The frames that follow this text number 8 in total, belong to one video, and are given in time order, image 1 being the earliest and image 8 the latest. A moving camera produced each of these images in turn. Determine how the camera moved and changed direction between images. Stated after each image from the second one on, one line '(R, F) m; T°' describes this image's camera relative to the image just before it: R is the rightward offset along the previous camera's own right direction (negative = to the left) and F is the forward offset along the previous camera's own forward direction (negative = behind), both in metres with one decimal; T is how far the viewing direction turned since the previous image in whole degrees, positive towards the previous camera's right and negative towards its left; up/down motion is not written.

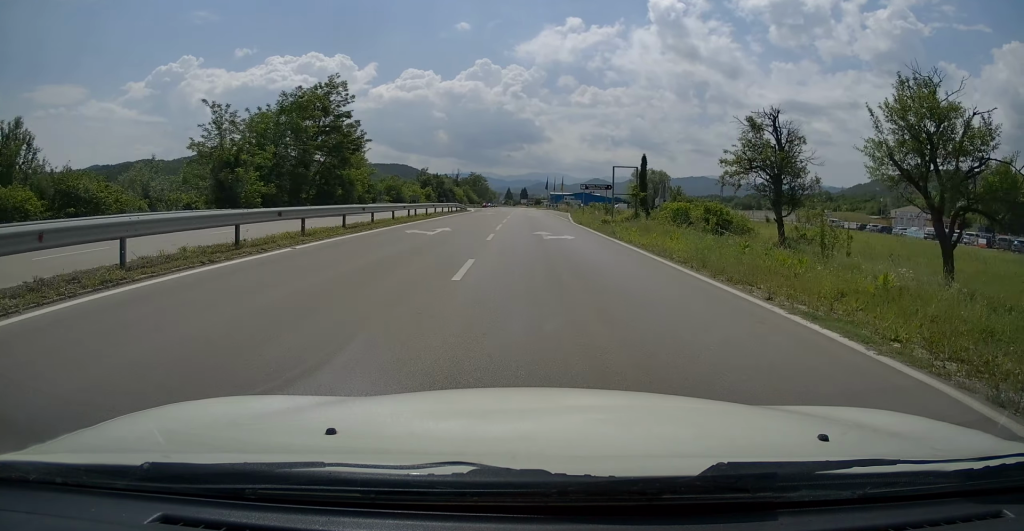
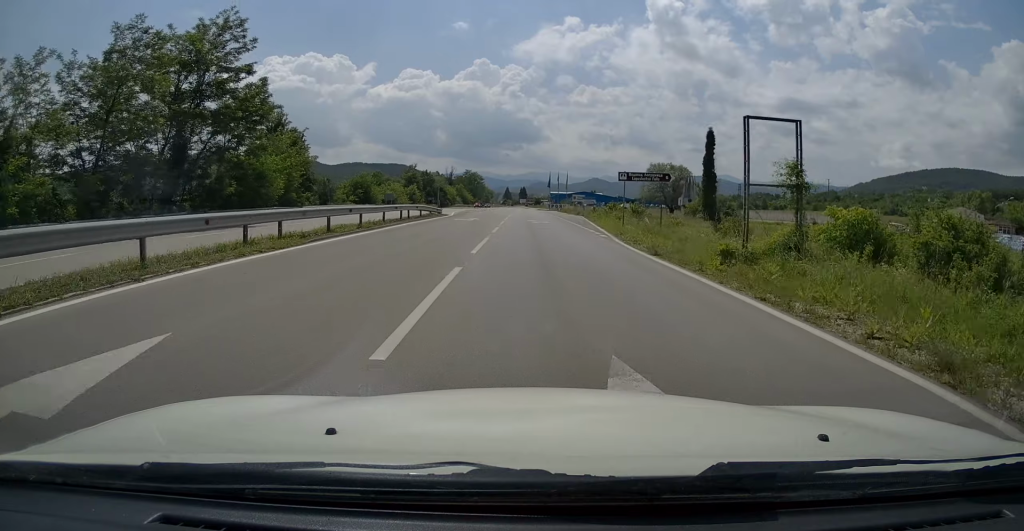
(0.0, +19.5) m; 0°
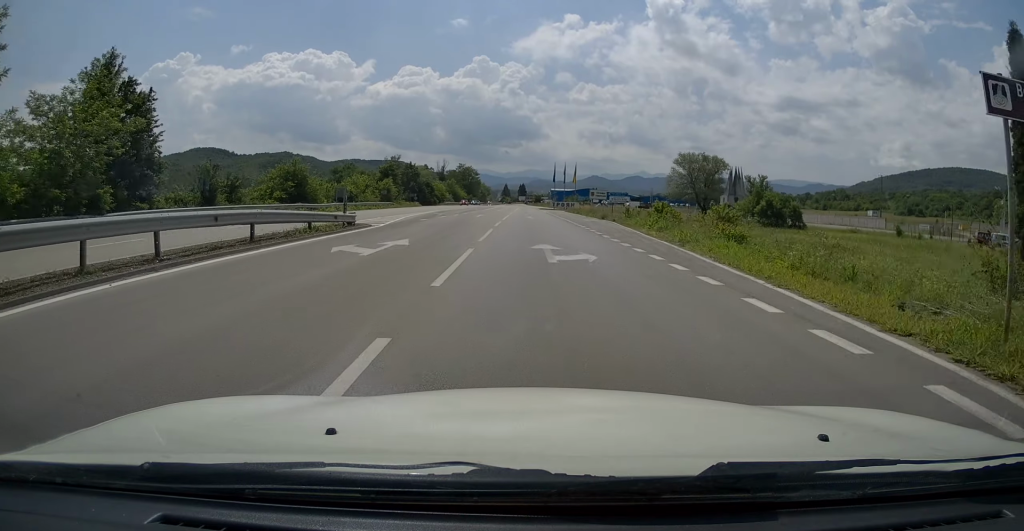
(+0.1, +23.9) m; 0°
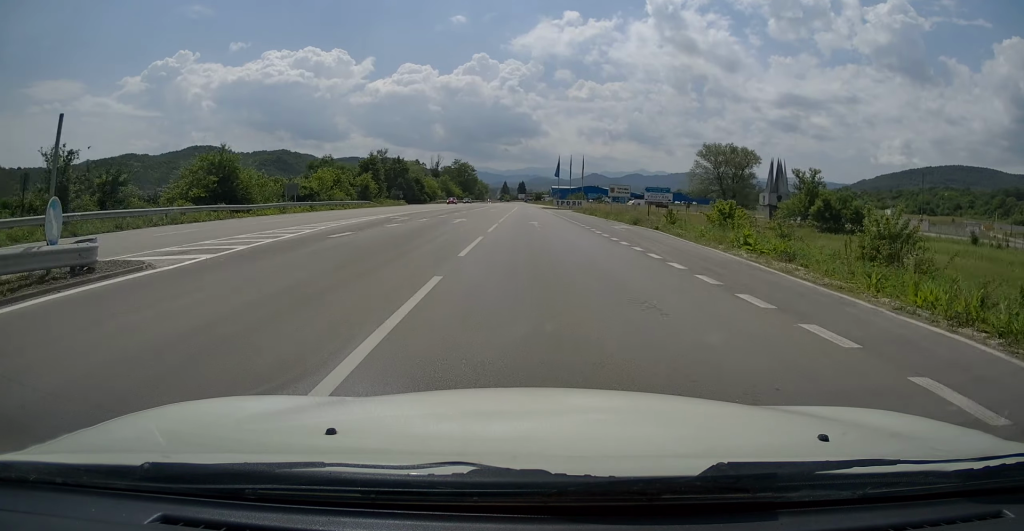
(0.0, +14.9) m; 0°
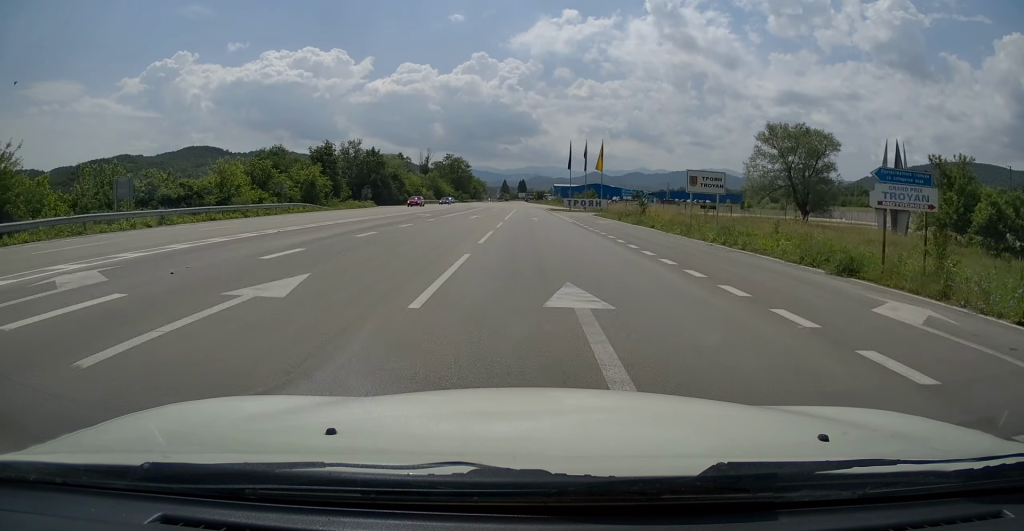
(0.0, +24.8) m; 0°
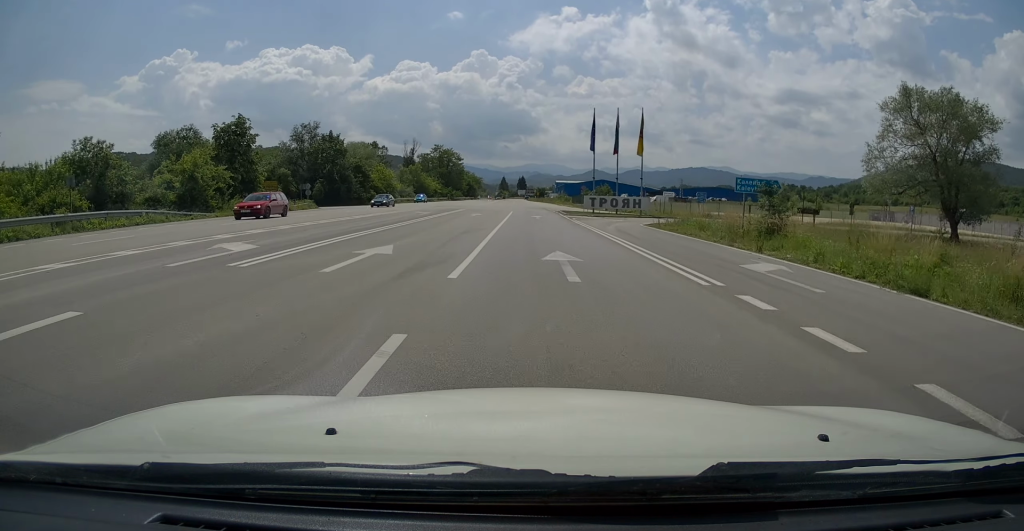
(-0.1, +26.0) m; -1°
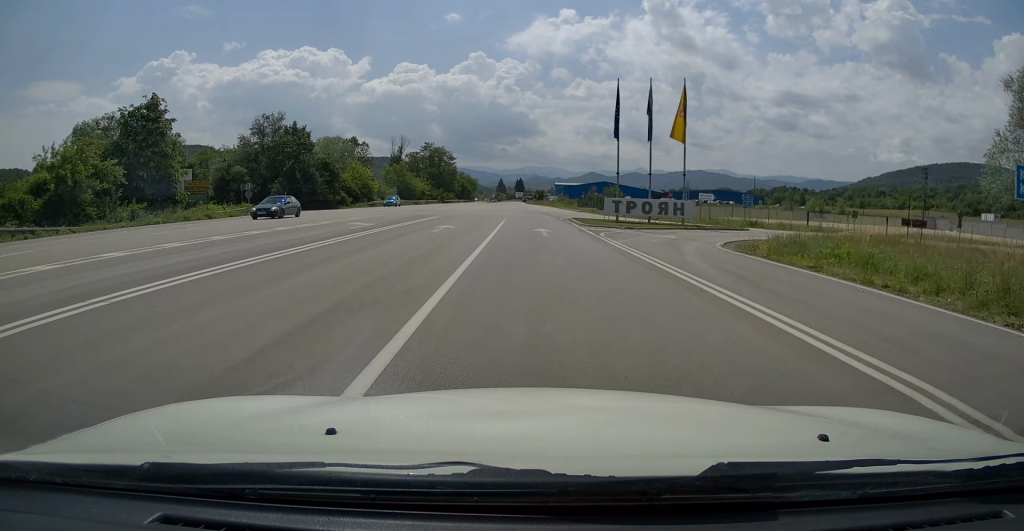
(0.0, +13.8) m; 0°
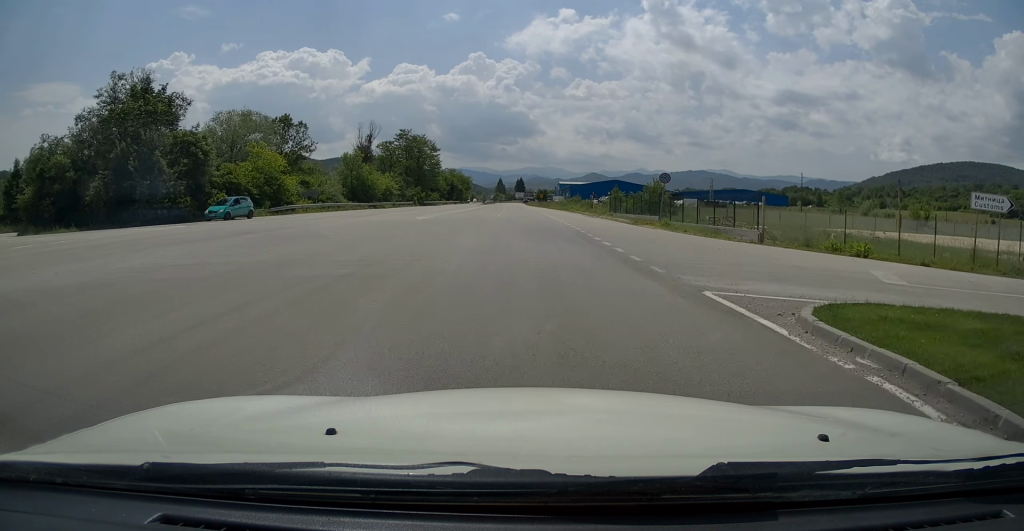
(+0.1, +33.0) m; 0°
